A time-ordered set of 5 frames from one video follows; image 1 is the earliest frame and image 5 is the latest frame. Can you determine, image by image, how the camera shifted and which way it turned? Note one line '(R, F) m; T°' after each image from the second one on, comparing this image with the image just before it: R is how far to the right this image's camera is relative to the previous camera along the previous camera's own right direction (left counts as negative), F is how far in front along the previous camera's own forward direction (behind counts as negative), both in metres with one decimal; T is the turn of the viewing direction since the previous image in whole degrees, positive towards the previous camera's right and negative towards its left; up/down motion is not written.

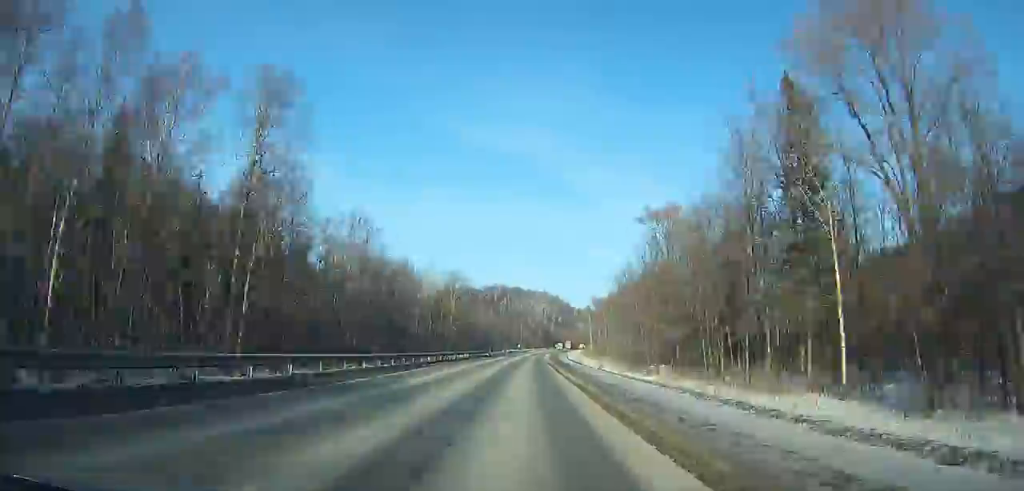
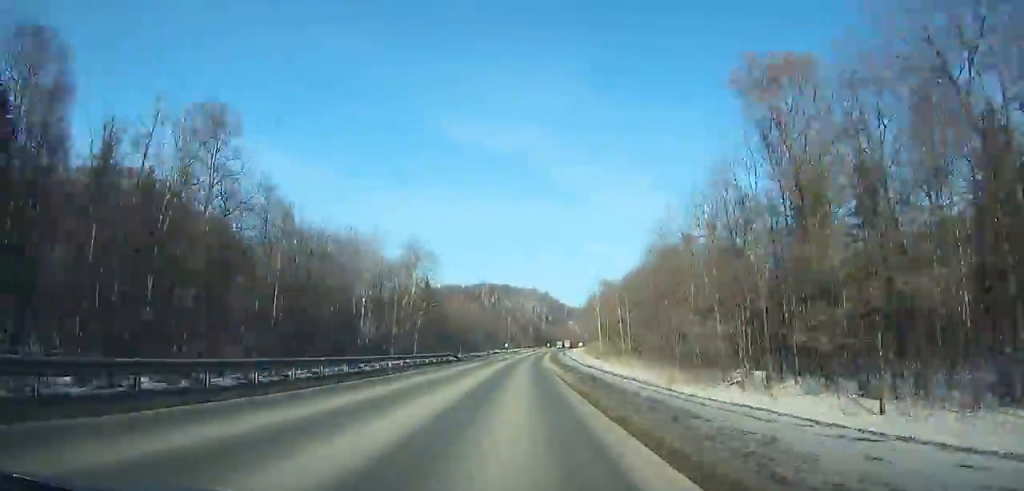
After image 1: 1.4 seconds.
(+0.6, +34.5) m; +1°
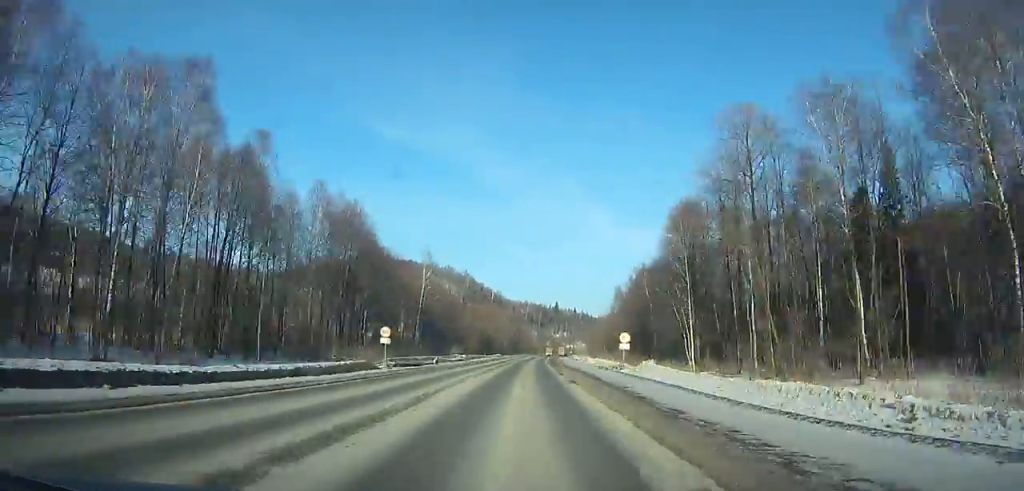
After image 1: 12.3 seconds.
(+16.4, +255.8) m; +7°
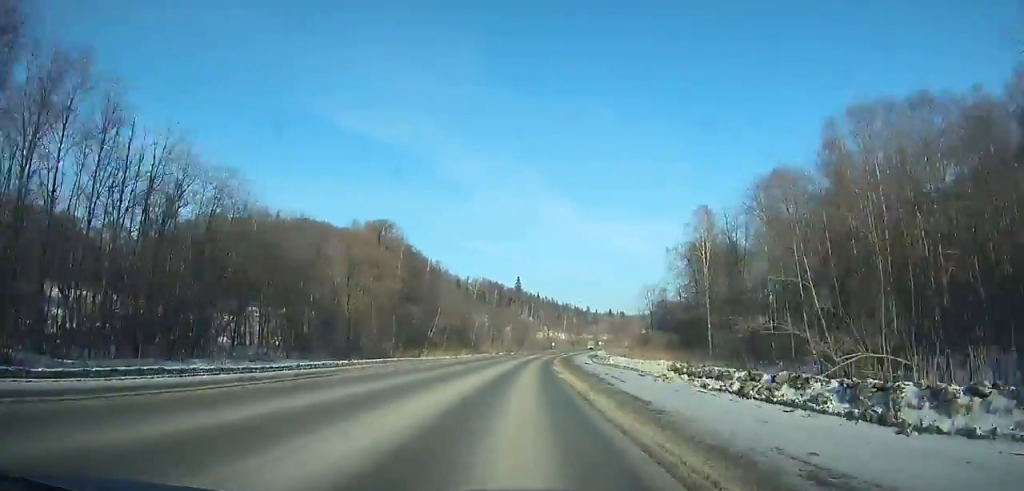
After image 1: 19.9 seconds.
(+7.9, +171.6) m; +6°
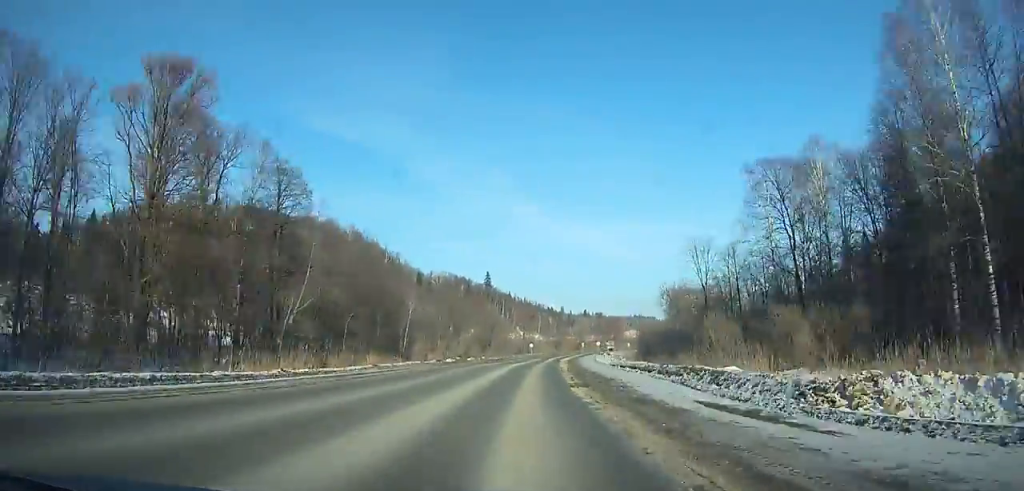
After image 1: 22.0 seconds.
(+0.8, +47.5) m; +3°
